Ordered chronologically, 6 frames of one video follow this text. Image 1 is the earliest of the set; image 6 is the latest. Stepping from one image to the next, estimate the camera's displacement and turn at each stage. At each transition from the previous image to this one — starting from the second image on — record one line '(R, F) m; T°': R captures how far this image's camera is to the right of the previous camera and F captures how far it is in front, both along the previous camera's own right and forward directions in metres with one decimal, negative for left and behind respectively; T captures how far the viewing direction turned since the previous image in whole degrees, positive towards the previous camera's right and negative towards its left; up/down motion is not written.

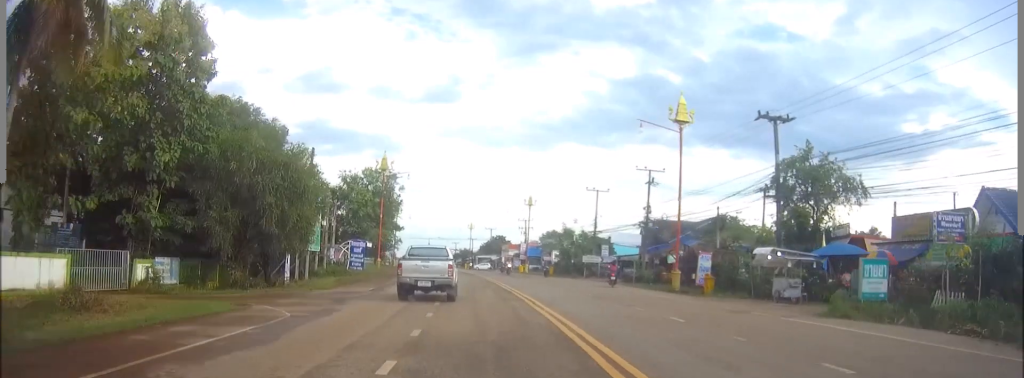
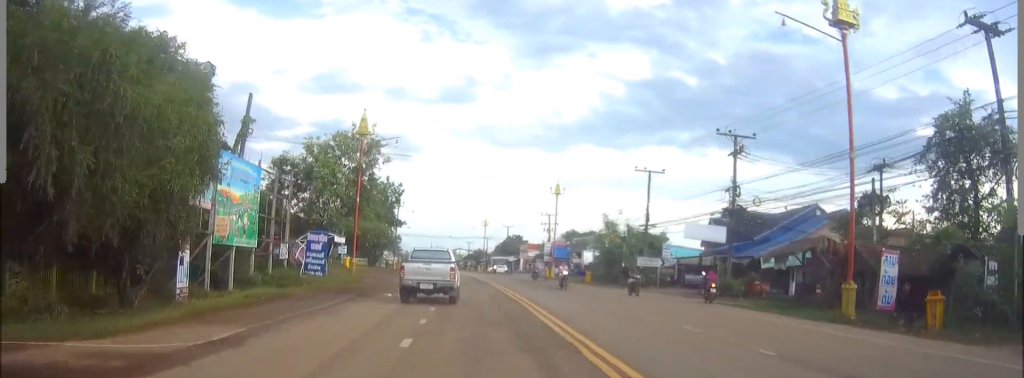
(-0.1, +17.2) m; -1°
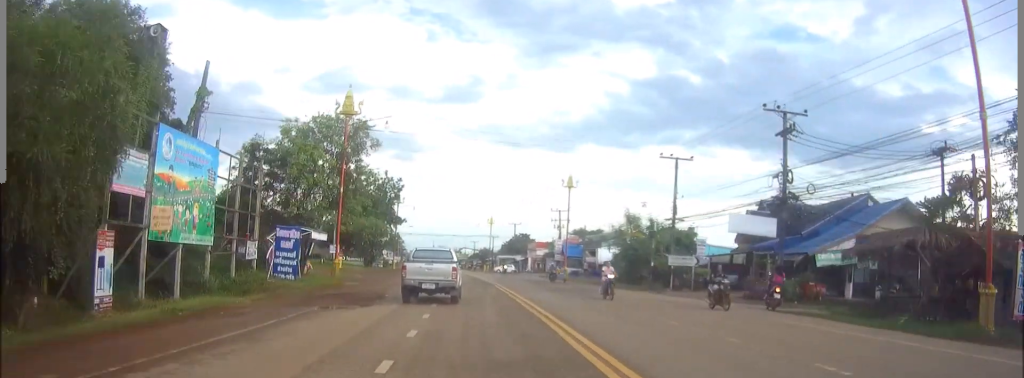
(0.0, +6.9) m; -1°
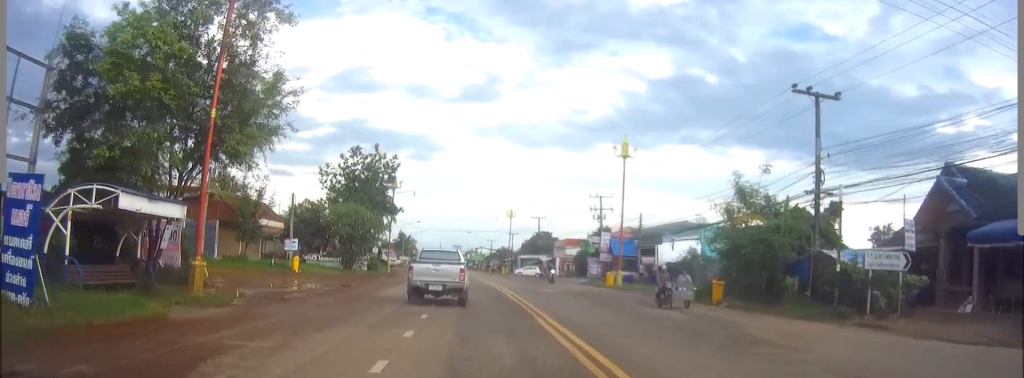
(-0.4, +19.7) m; -3°
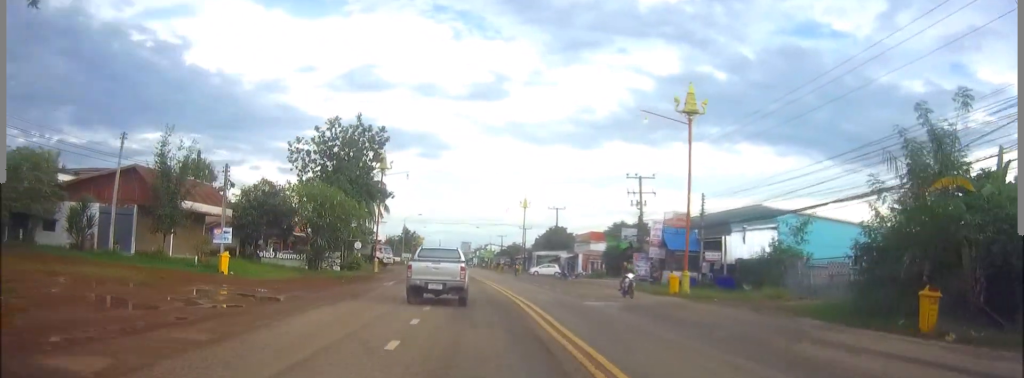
(-0.3, +14.7) m; -1°
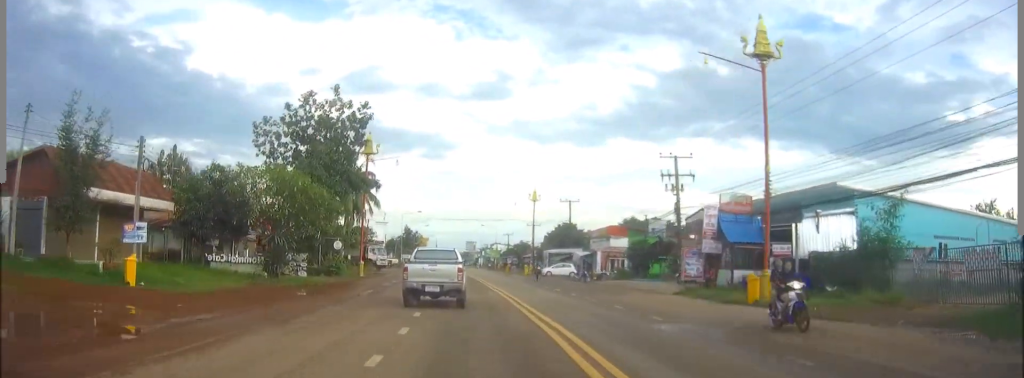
(-0.1, +9.5) m; -1°
